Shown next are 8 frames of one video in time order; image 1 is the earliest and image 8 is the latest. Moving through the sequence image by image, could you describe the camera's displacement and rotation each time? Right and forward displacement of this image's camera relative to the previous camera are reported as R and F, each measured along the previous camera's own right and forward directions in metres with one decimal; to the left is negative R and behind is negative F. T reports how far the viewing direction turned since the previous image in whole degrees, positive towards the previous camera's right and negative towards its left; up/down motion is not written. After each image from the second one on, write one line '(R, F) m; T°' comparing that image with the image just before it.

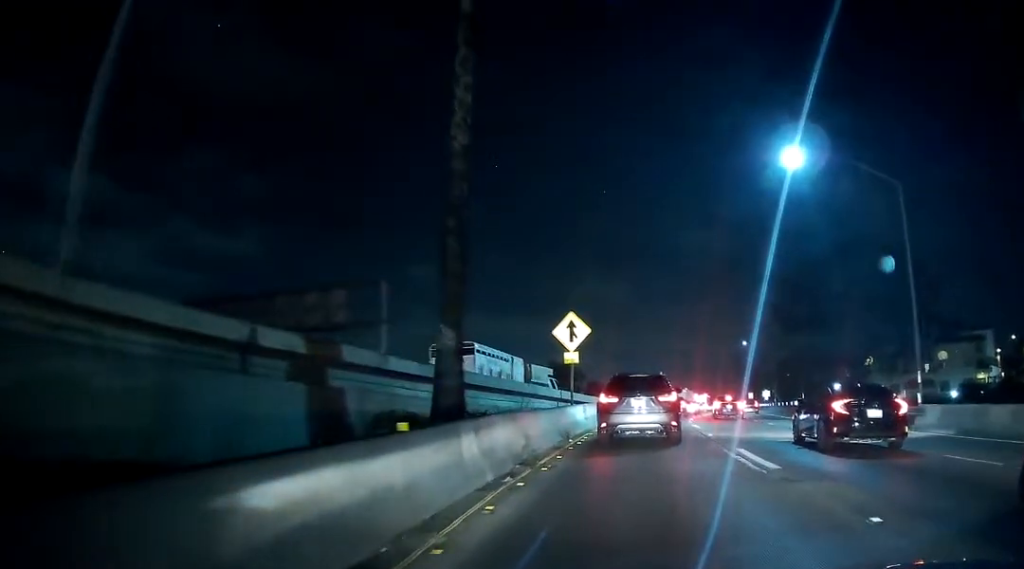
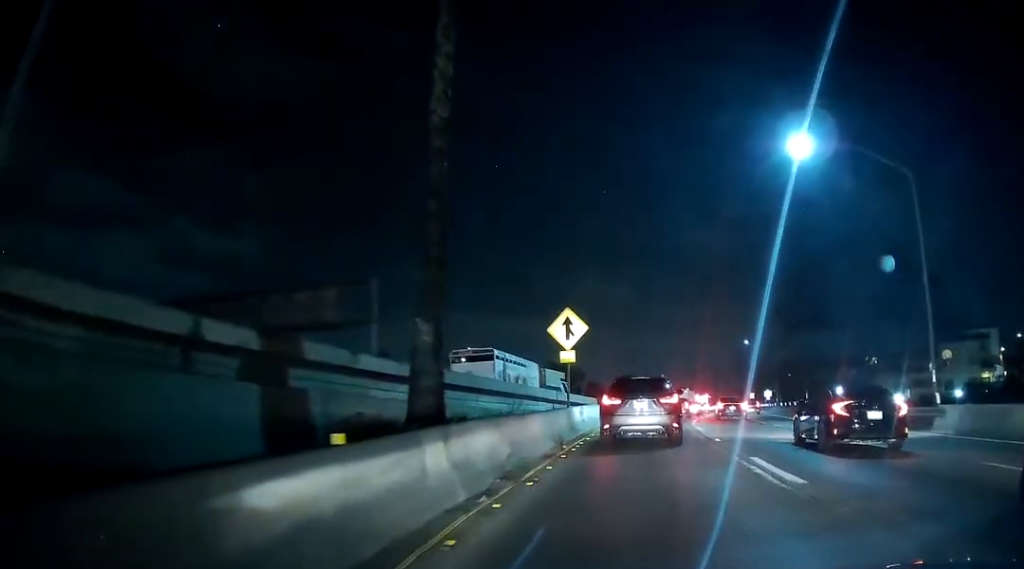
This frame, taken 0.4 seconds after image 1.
(0.0, +2.0) m; 0°
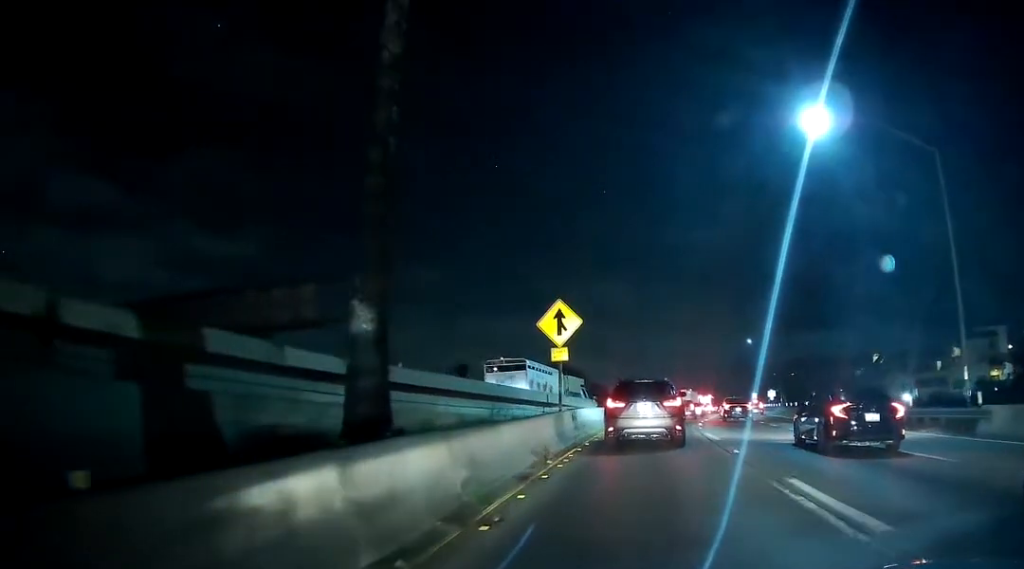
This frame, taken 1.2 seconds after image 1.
(+0.1, +3.2) m; 0°
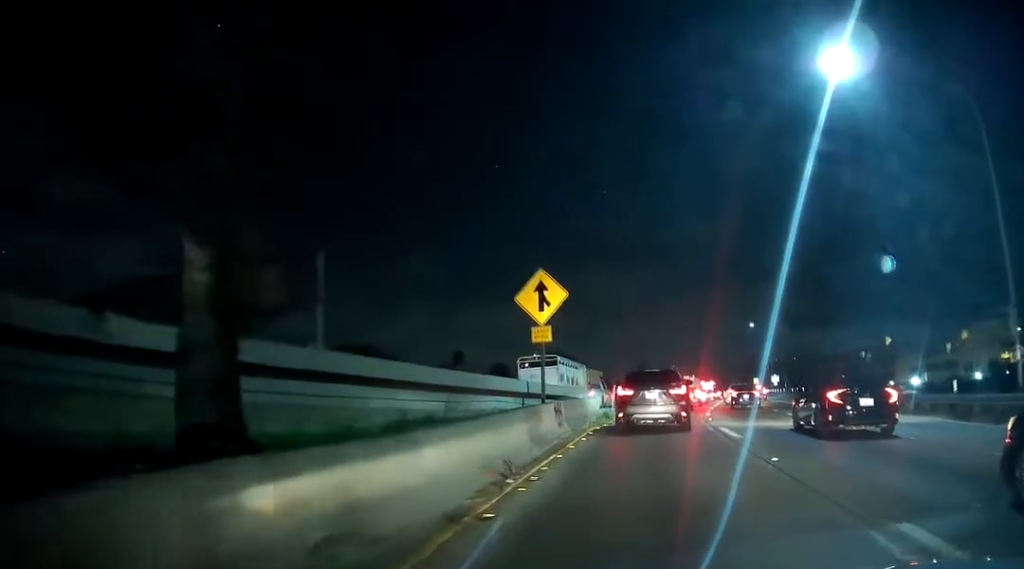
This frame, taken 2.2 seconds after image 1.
(-0.1, +4.4) m; 0°
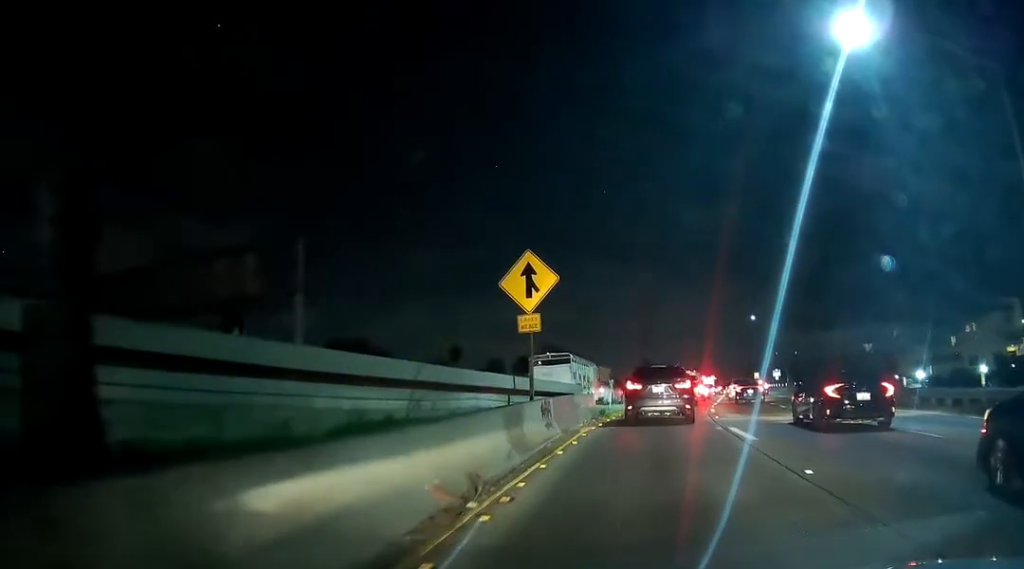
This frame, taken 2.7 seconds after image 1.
(+0.1, +2.4) m; +1°
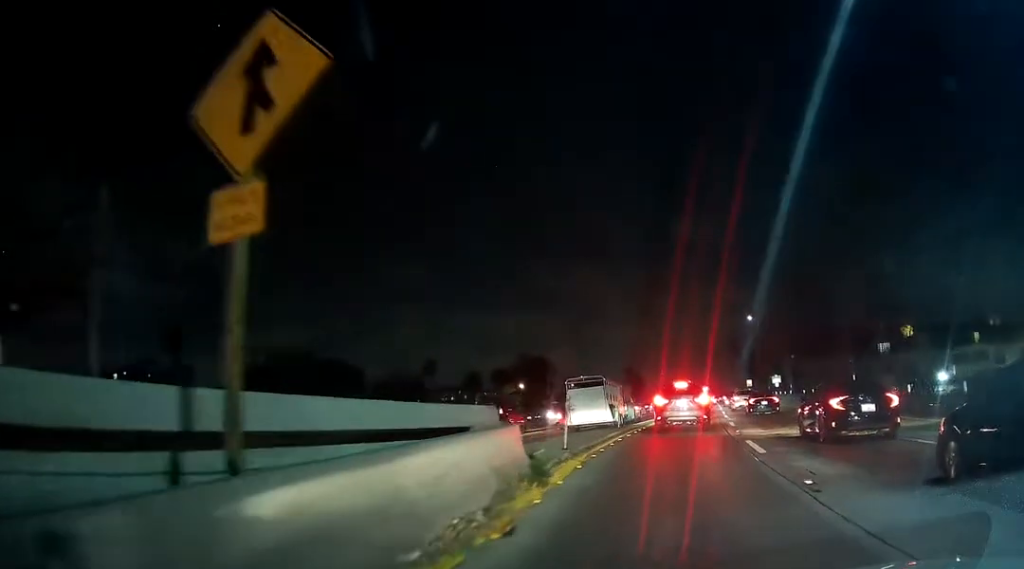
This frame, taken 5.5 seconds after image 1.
(+0.2, +14.8) m; +1°
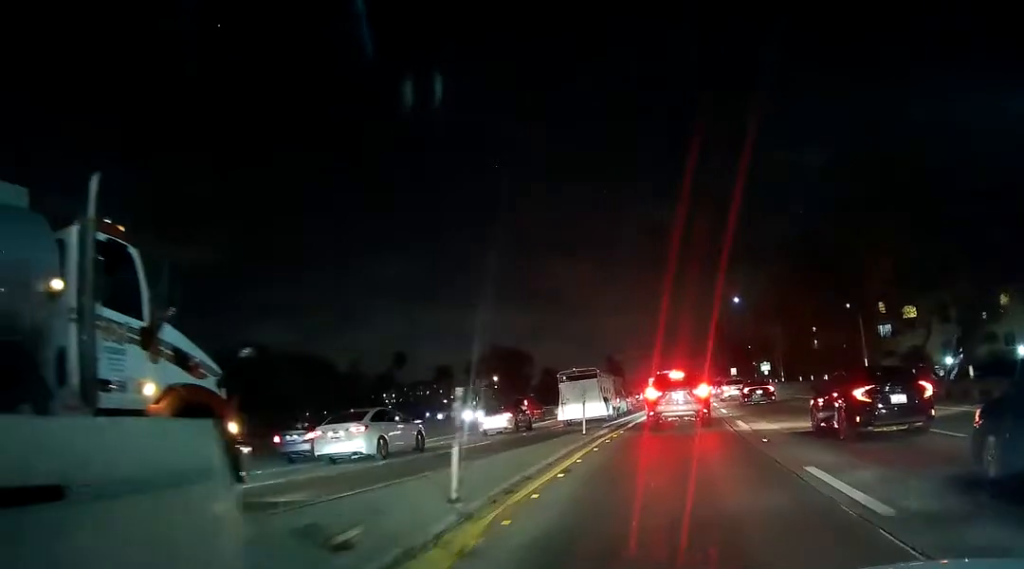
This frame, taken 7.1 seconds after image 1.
(+0.2, +8.5) m; +1°
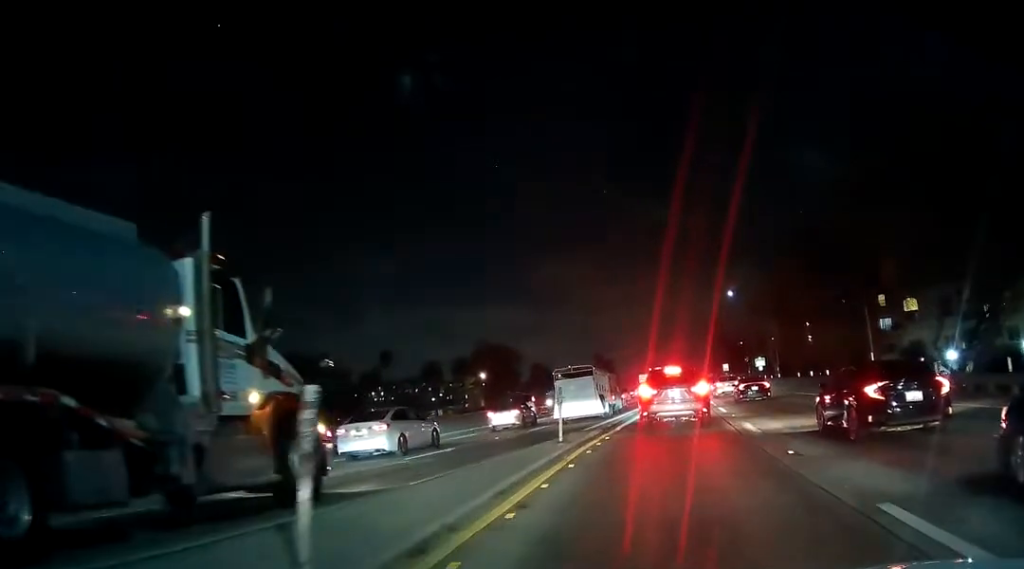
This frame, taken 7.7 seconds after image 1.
(-0.1, +3.6) m; +1°
